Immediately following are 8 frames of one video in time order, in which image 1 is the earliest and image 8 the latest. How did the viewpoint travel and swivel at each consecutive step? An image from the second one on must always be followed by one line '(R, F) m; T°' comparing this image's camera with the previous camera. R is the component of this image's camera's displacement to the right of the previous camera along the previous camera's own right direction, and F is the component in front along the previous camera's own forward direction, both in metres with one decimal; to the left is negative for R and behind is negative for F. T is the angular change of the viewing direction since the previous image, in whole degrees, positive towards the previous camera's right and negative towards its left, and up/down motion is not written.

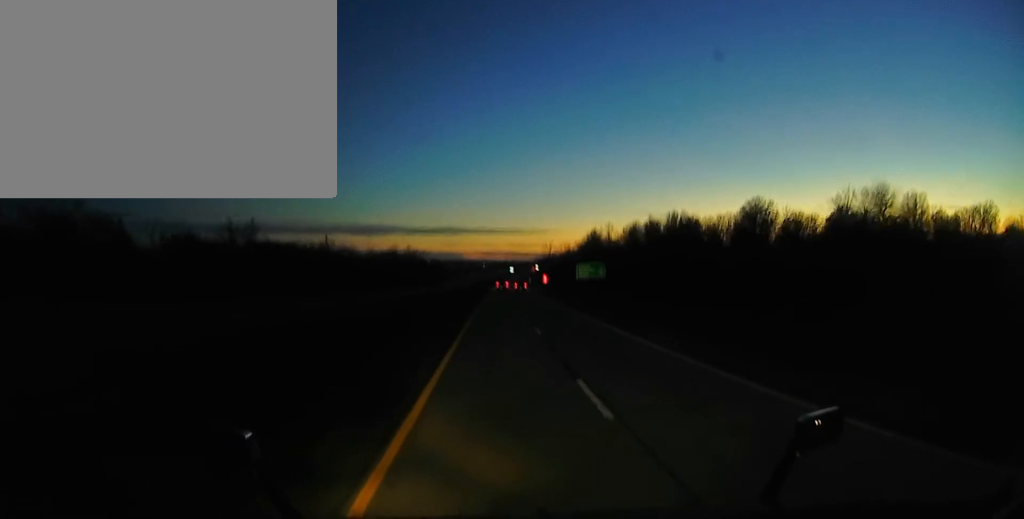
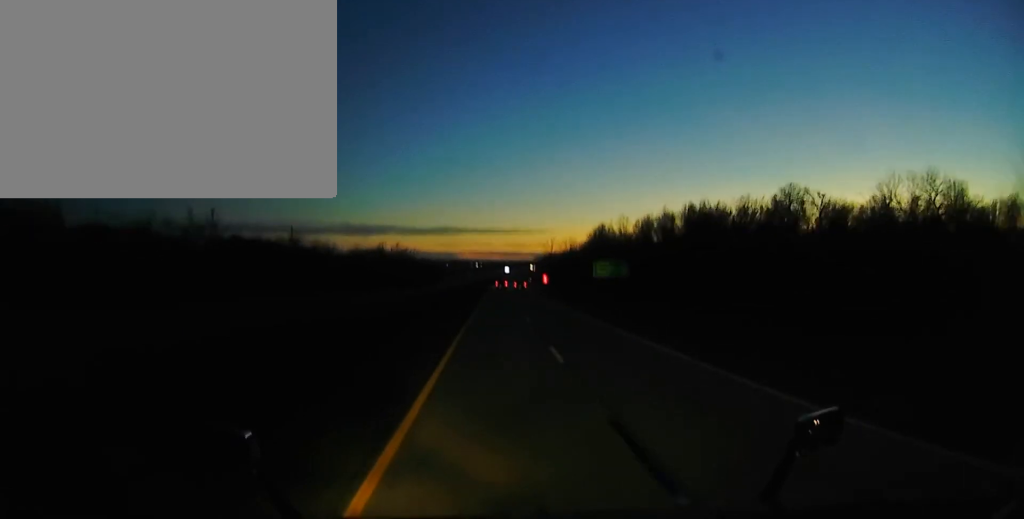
(-0.2, +21.2) m; 0°
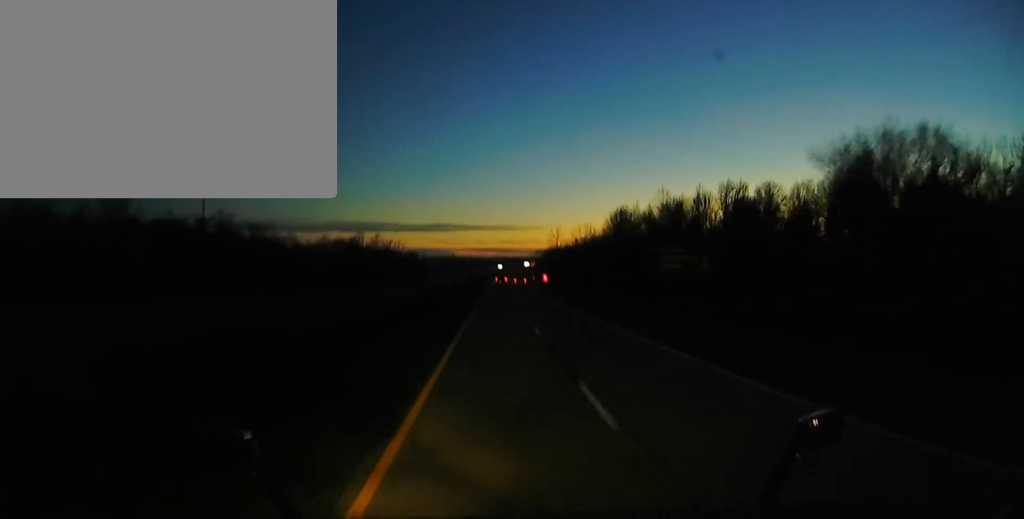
(+0.6, +34.4) m; +2°
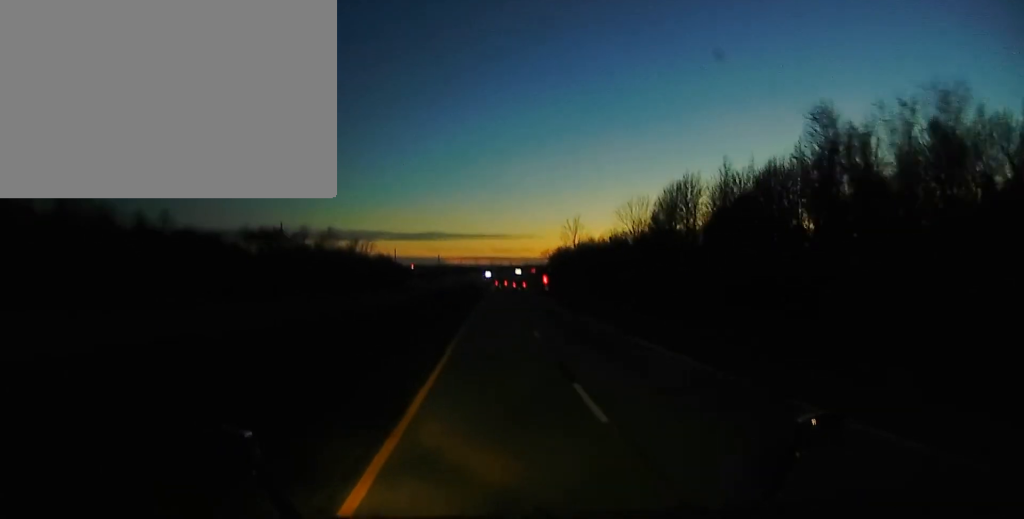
(+0.1, +53.9) m; -2°
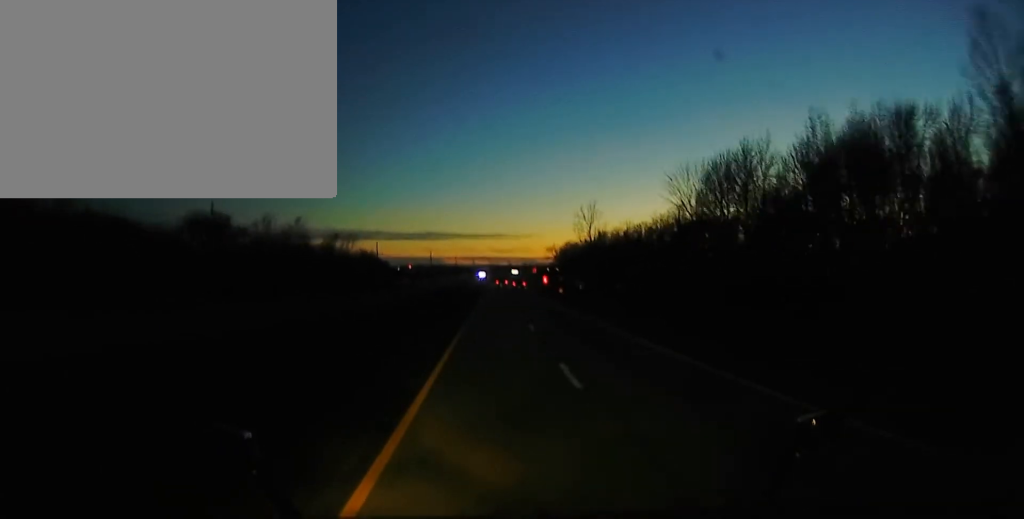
(-0.2, +24.1) m; +1°
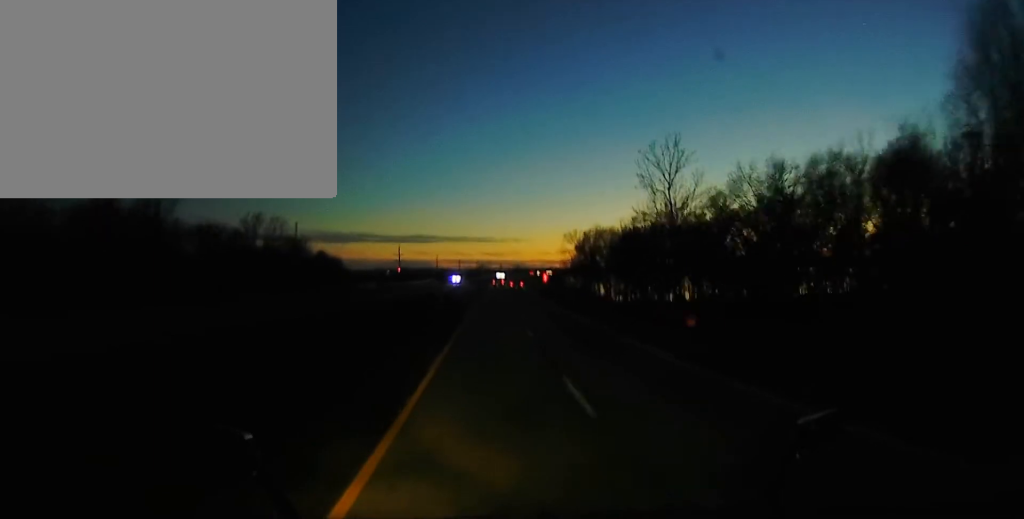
(+2.1, +56.1) m; +4°
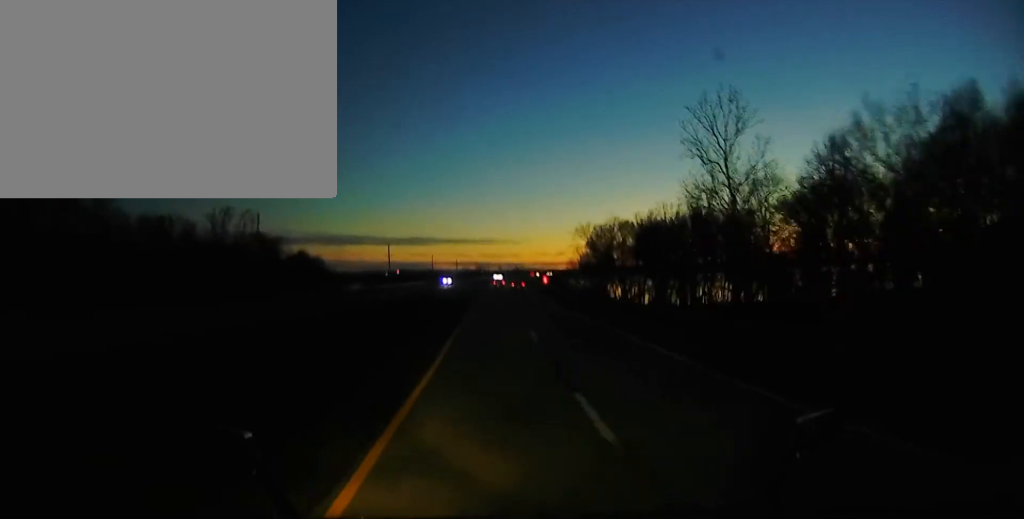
(0.0, +15.5) m; 0°
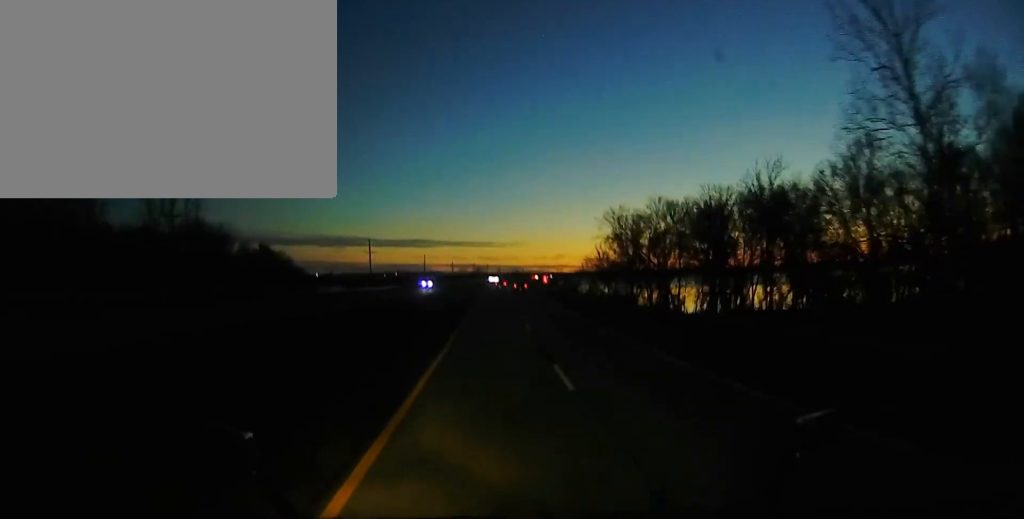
(0.0, +23.2) m; 0°
